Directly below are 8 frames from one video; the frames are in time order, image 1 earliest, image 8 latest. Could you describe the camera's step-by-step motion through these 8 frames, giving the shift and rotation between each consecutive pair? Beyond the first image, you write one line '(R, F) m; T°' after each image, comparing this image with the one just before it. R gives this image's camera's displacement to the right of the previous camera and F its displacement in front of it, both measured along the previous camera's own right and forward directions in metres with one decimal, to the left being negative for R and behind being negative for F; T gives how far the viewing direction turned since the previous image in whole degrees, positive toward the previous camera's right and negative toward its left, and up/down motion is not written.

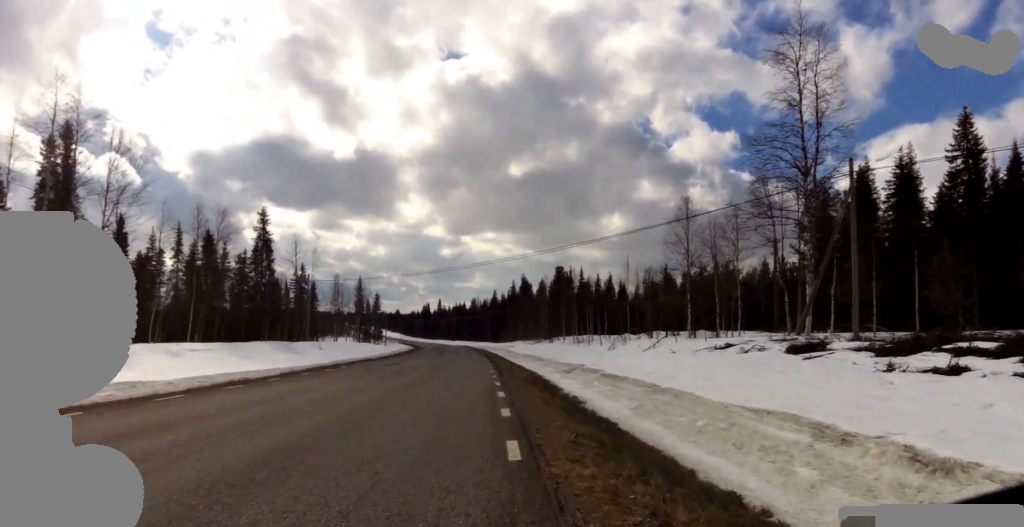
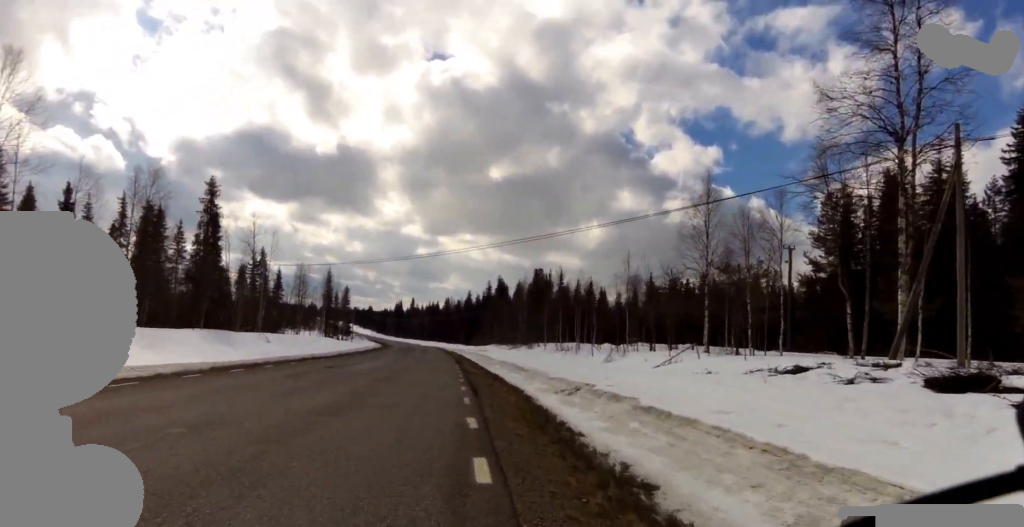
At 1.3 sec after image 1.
(+0.7, +7.1) m; -4°
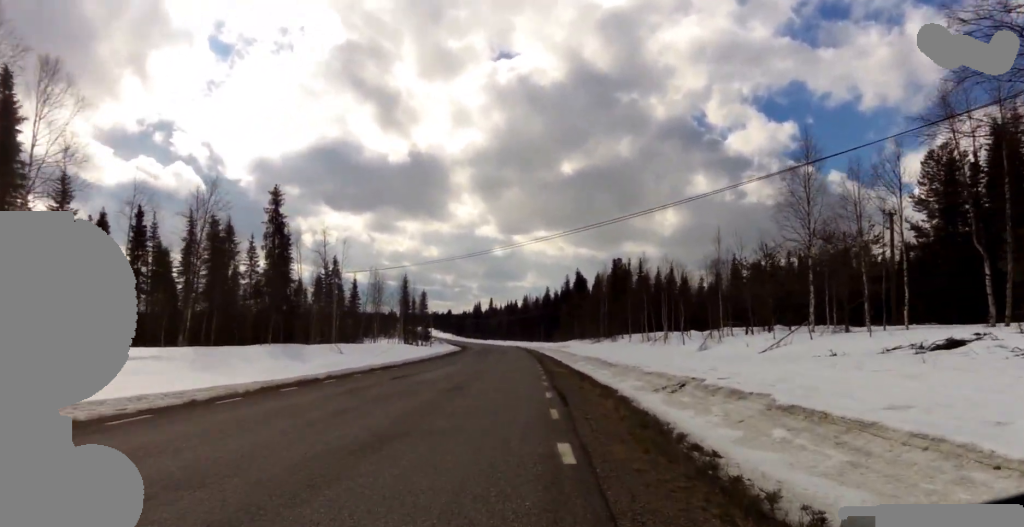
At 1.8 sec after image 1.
(-0.5, +2.9) m; -3°
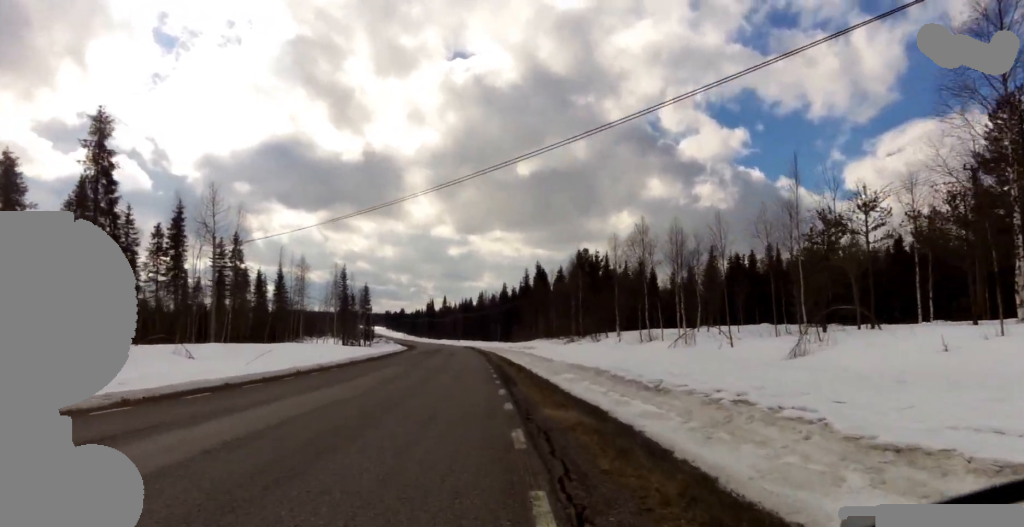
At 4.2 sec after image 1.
(+0.7, +16.5) m; +5°
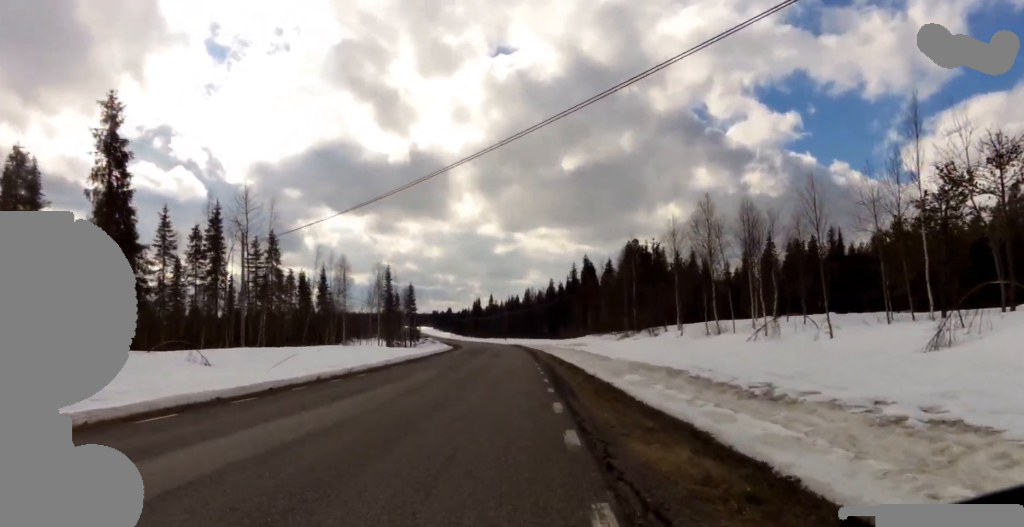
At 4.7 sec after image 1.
(-0.2, +3.9) m; -2°
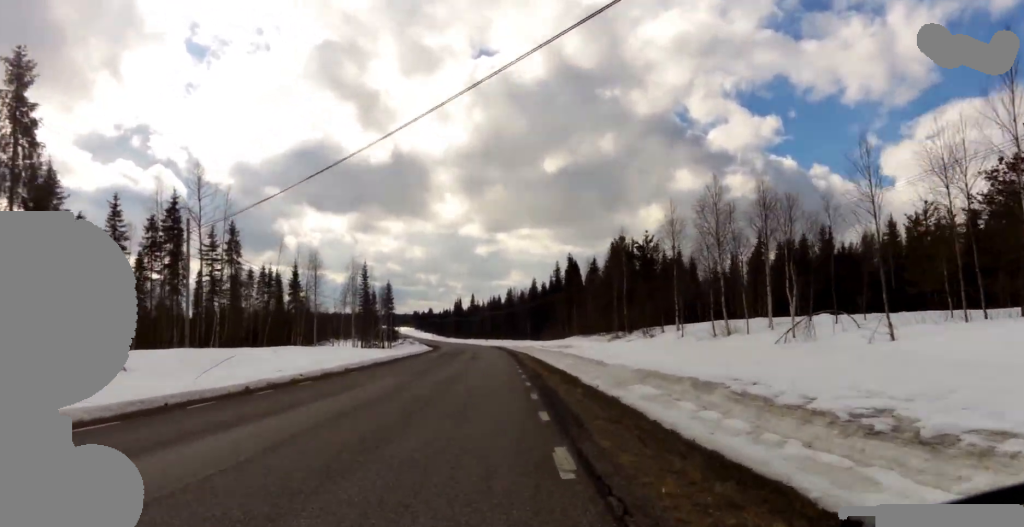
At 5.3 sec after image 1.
(-0.1, +4.4) m; -2°
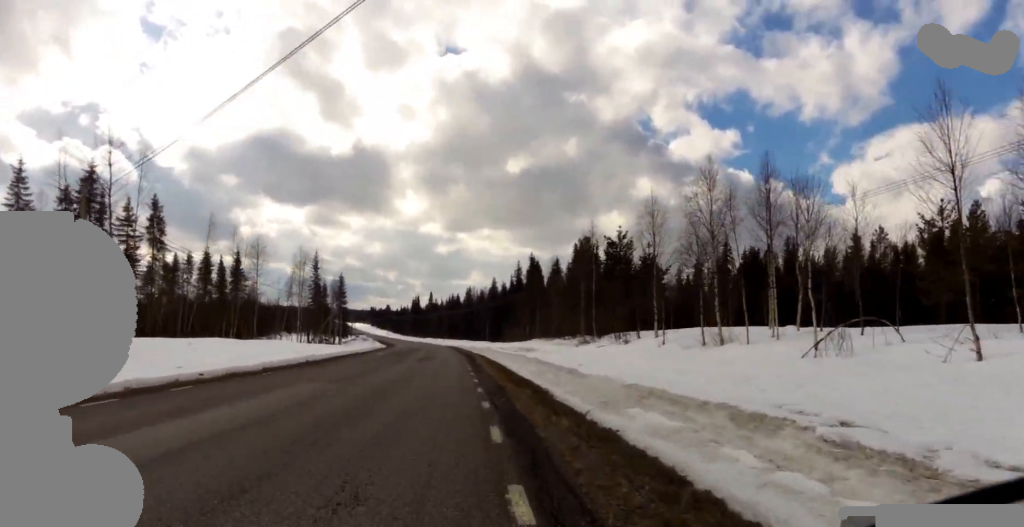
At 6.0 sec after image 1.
(0.0, +4.7) m; +2°
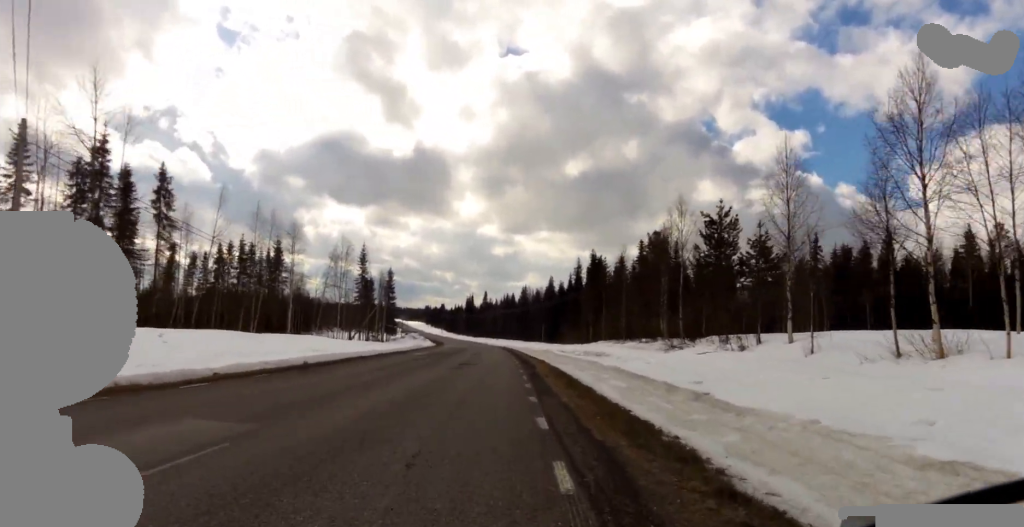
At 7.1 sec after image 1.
(+0.4, +8.5) m; +1°
